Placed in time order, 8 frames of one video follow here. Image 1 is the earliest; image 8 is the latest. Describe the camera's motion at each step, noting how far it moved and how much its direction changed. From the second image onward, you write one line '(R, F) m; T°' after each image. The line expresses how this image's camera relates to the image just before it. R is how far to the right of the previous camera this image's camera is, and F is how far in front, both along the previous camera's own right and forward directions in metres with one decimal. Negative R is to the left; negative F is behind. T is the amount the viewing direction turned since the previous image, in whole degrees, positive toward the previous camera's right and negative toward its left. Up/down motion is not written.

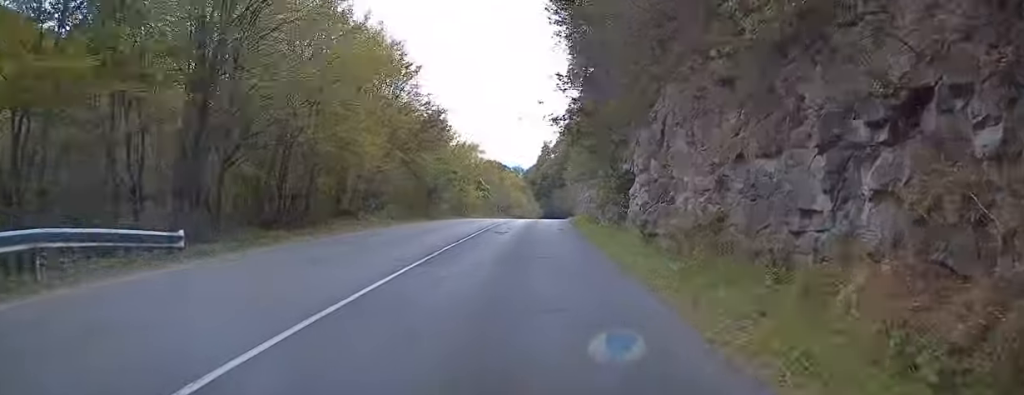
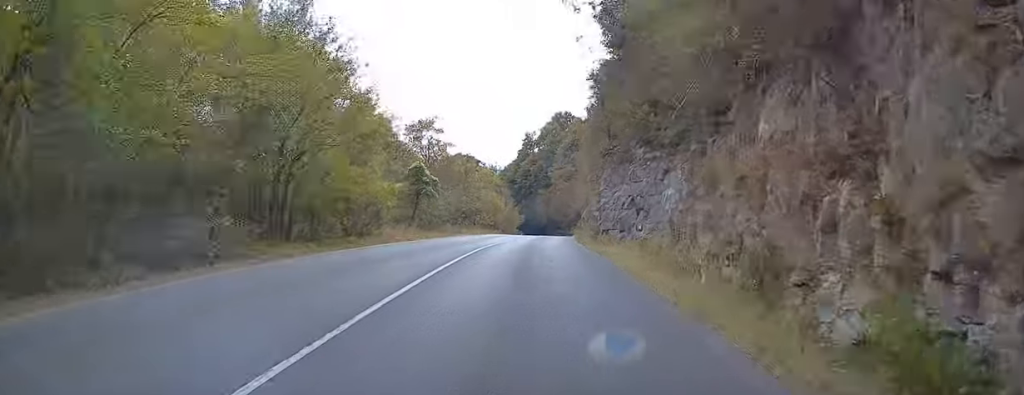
(+0.8, +34.4) m; +2°
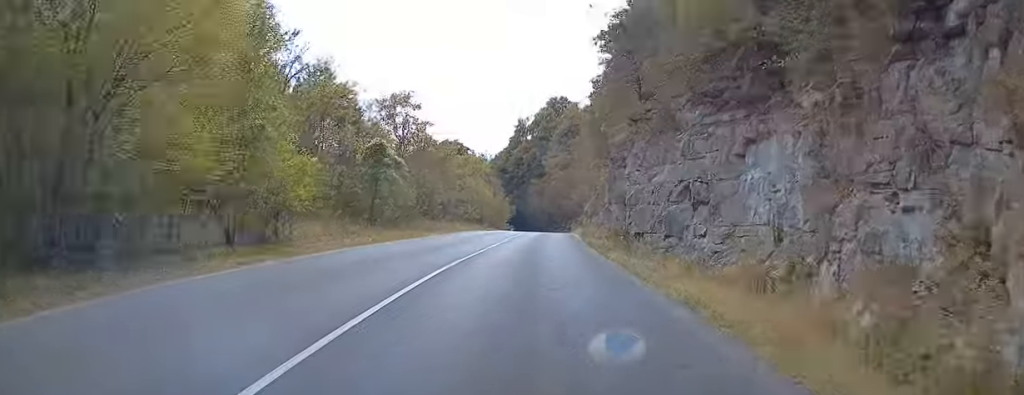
(0.0, +11.7) m; +1°
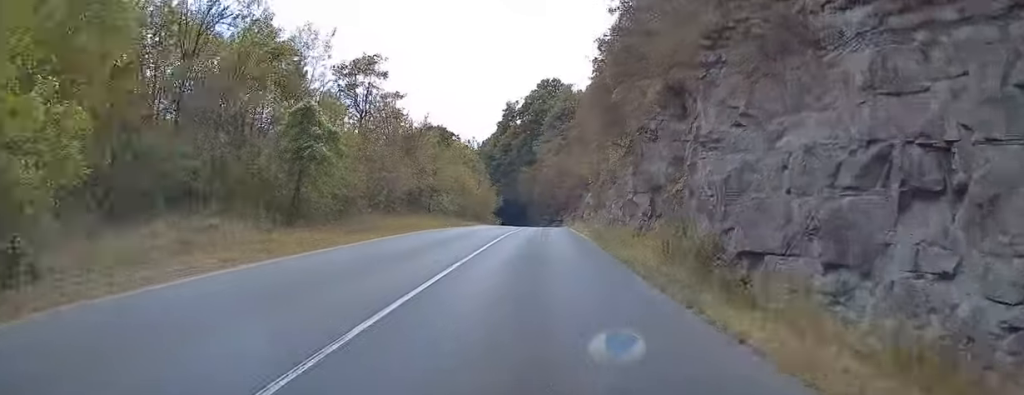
(0.0, +11.7) m; +1°
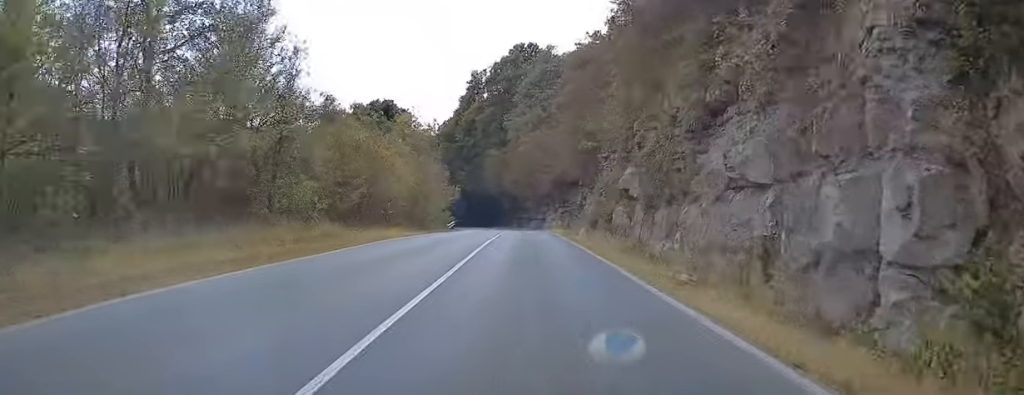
(+0.9, +28.8) m; +2°
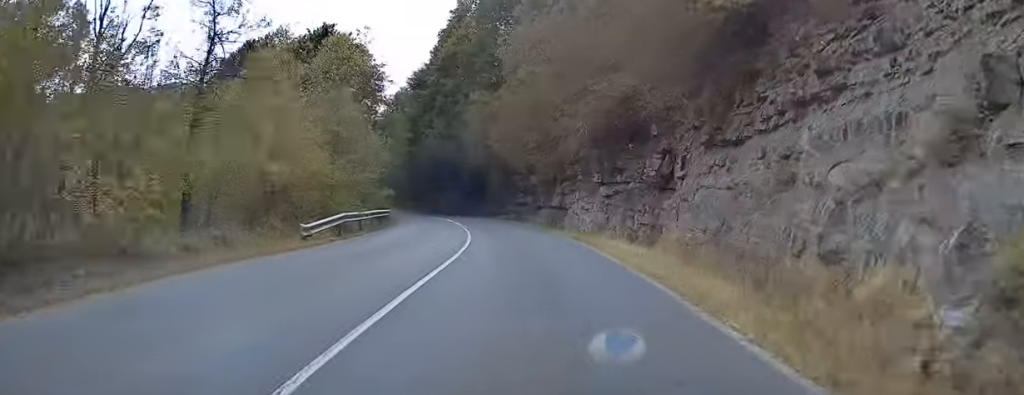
(-0.3, +36.0) m; -2°
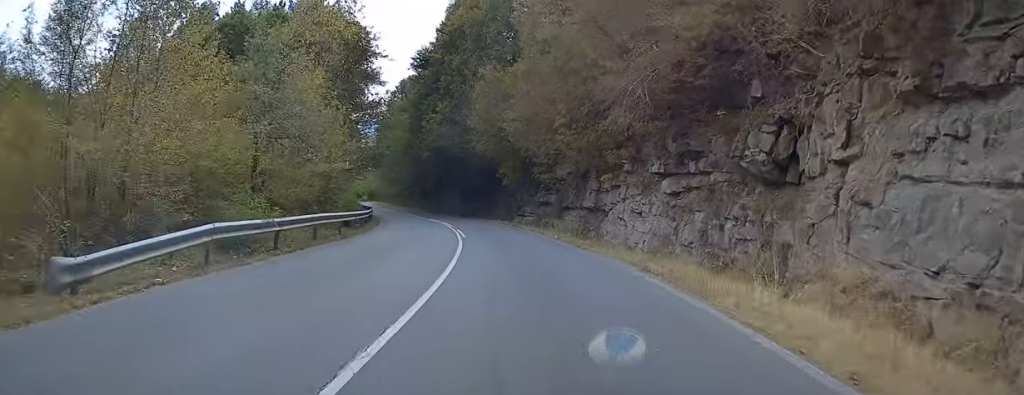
(0.0, +11.1) m; -1°
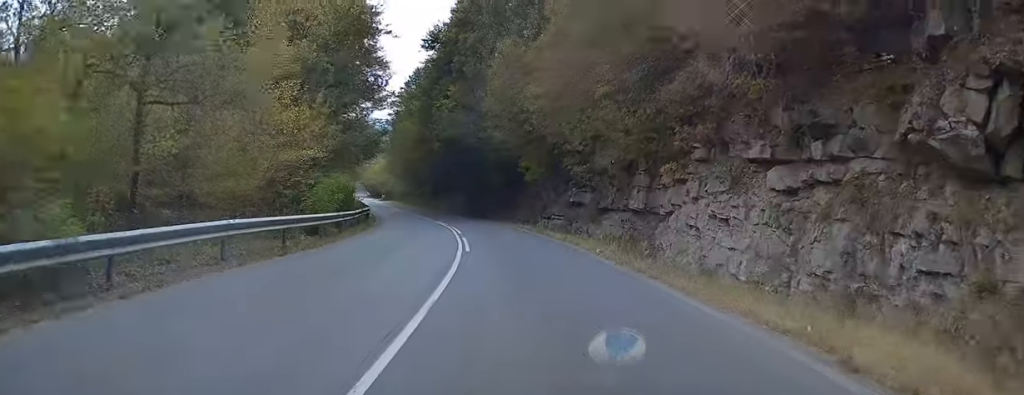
(-0.1, +7.8) m; -2°
